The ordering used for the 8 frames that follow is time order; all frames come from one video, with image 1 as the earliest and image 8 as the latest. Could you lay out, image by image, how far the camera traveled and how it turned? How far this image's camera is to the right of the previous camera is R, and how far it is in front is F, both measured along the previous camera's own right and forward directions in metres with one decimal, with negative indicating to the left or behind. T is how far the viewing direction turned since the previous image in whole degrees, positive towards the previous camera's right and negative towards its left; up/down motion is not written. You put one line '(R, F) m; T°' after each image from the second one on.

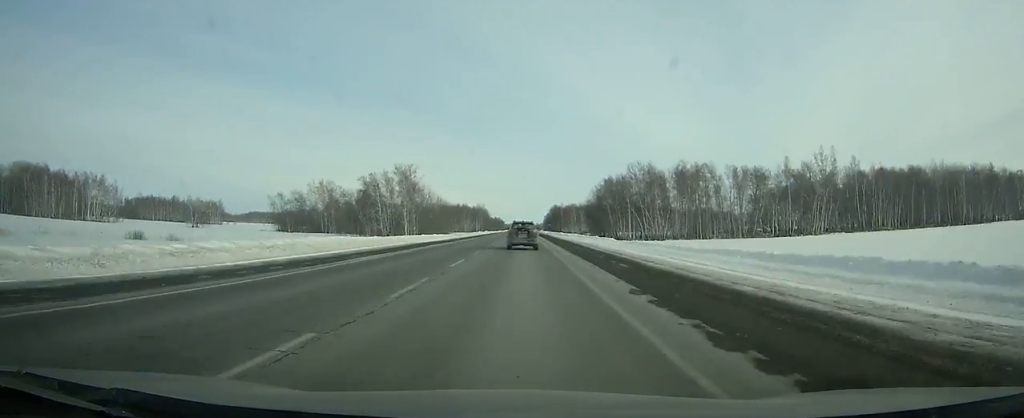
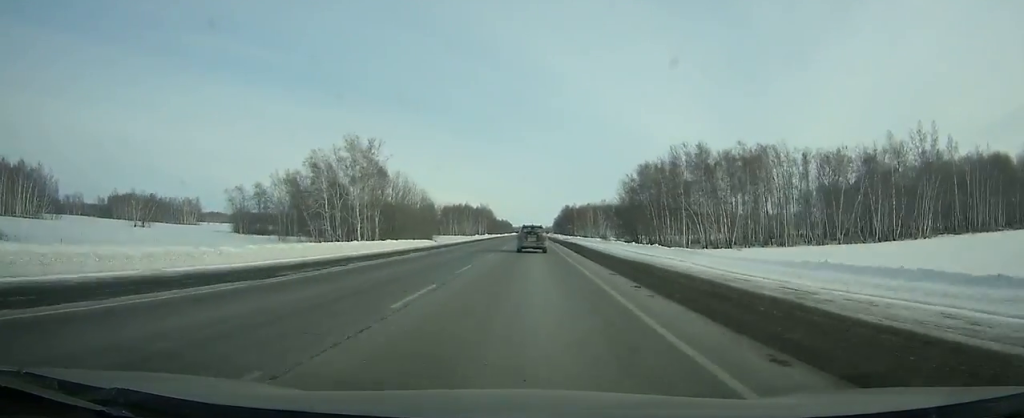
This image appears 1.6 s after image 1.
(-0.2, +43.3) m; 0°
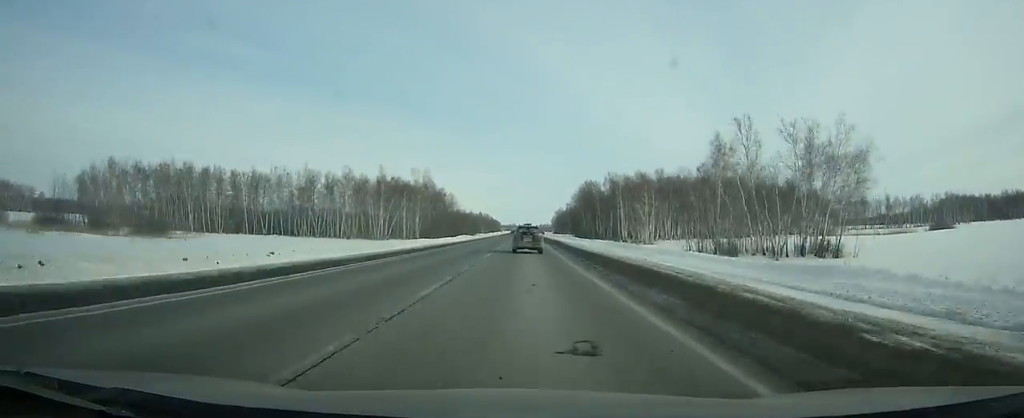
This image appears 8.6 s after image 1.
(-0.4, +190.9) m; 0°
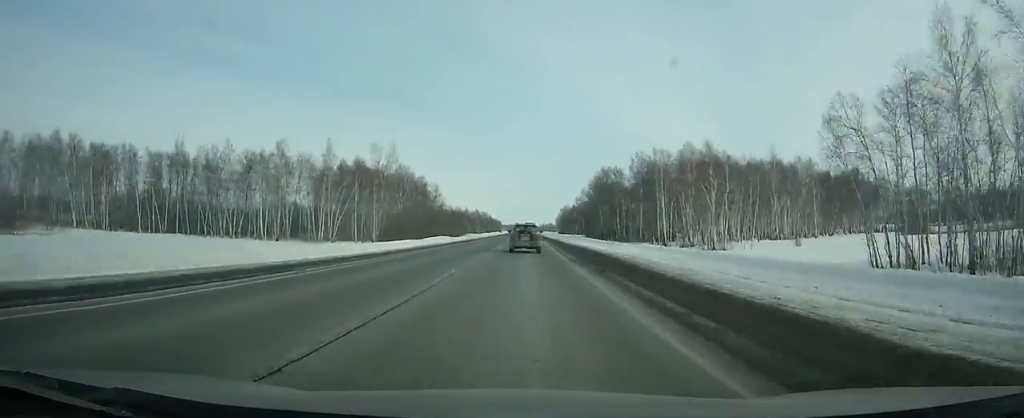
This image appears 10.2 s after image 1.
(+0.1, +43.8) m; 0°
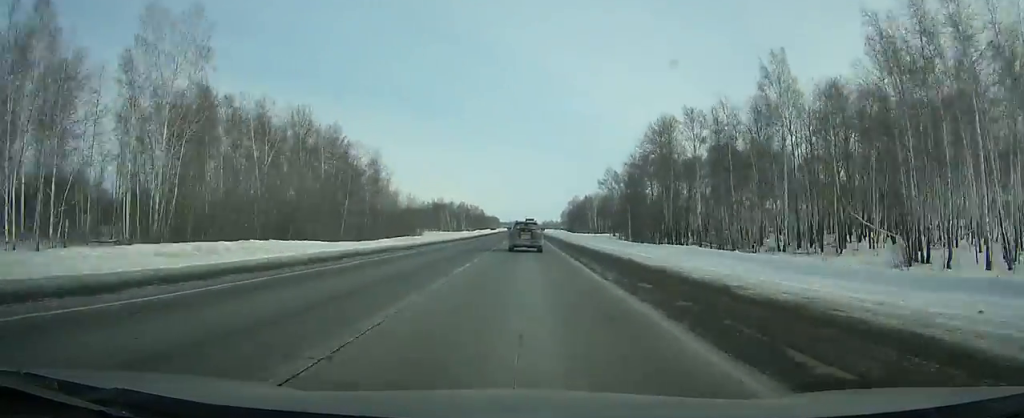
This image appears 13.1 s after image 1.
(+0.2, +79.1) m; 0°
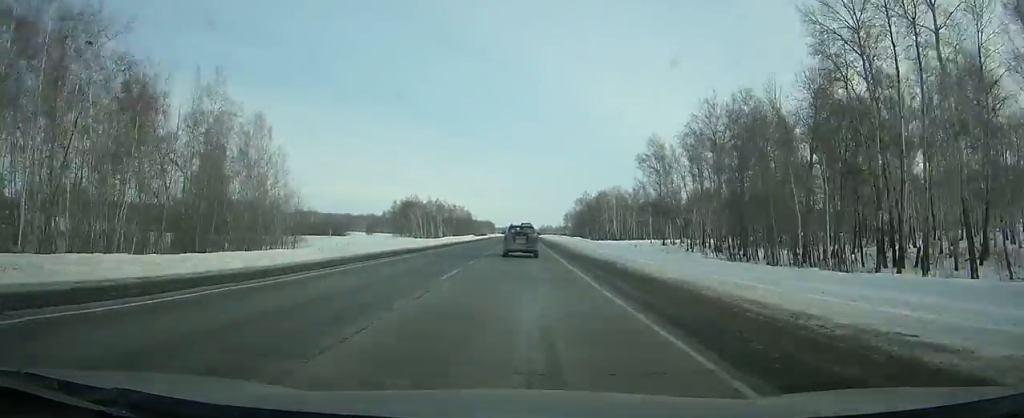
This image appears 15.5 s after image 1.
(-0.2, +64.9) m; 0°
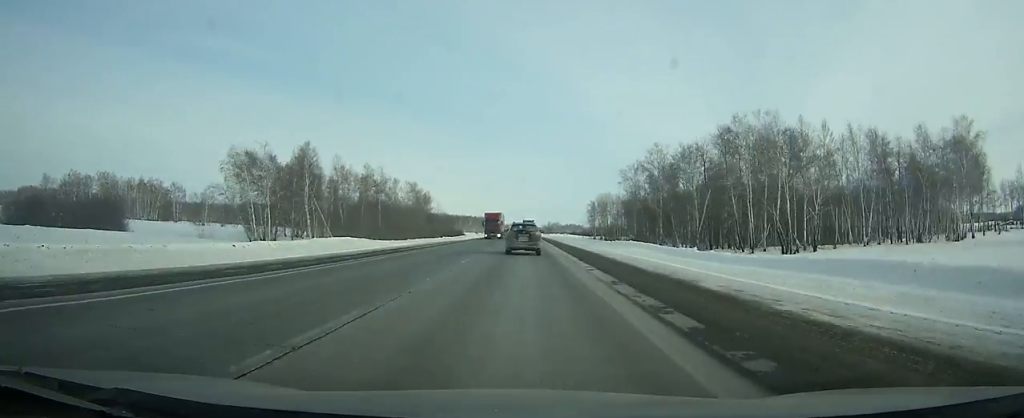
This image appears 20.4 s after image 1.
(+0.8, +130.0) m; 0°
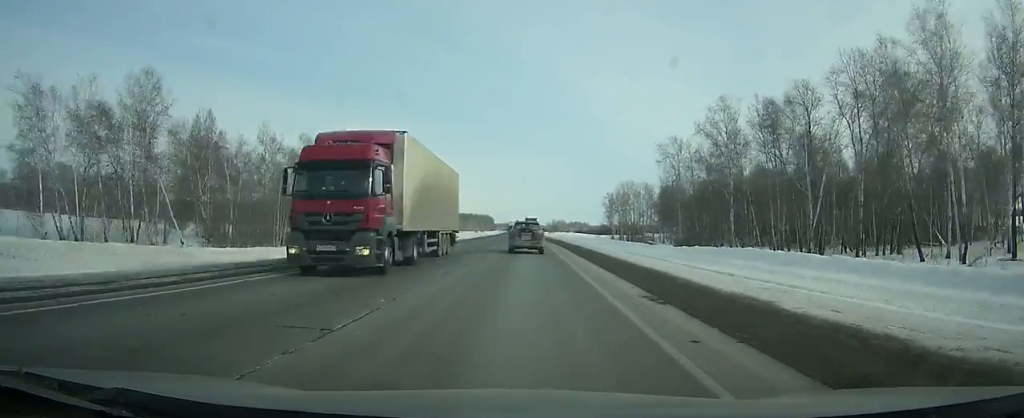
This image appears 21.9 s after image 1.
(0.0, +39.4) m; 0°
